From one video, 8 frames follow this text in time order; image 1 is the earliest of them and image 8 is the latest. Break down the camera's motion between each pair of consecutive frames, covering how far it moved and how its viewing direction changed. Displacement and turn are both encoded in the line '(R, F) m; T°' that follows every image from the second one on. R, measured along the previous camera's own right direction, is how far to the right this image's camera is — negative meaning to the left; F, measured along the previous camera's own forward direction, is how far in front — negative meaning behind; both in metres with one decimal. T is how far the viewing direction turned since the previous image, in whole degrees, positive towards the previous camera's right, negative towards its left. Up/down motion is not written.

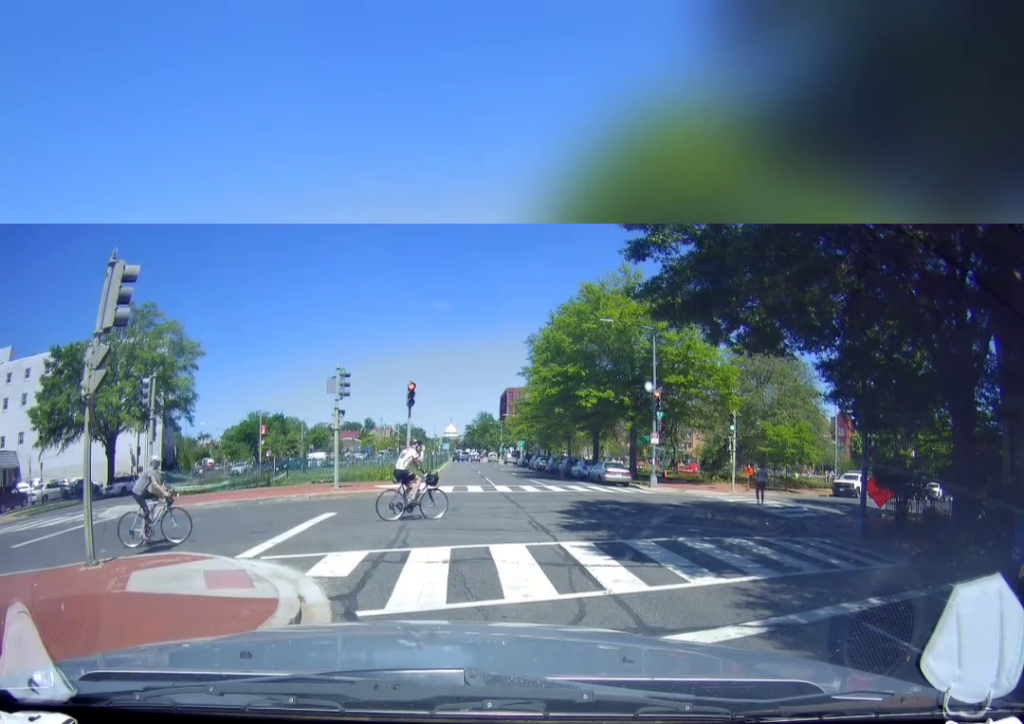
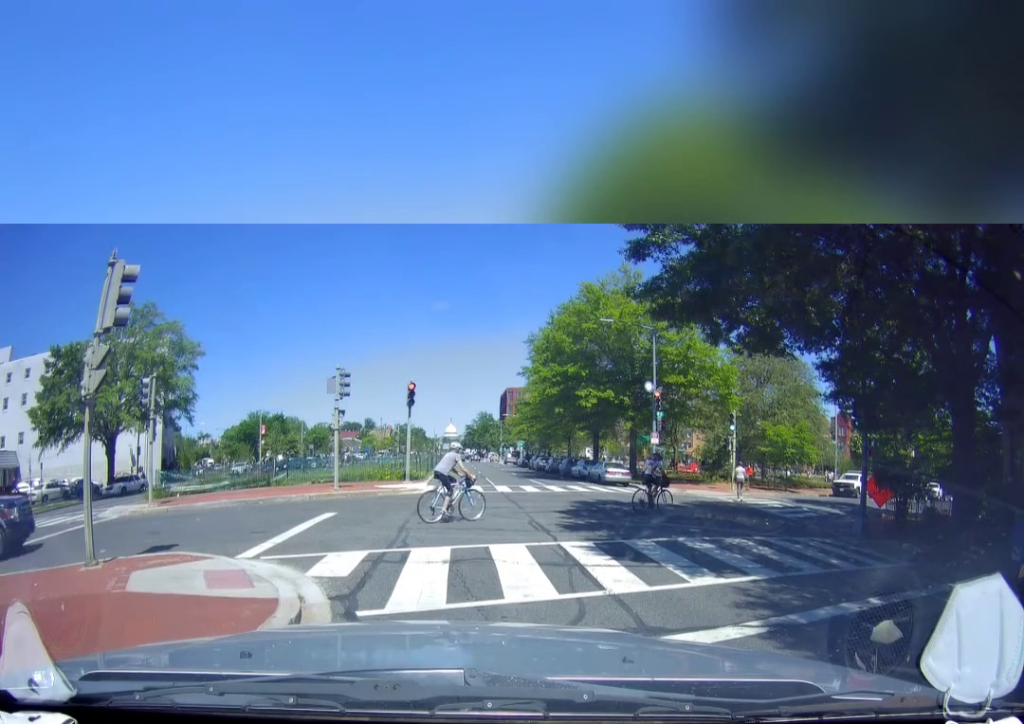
(-0.3, -0.1) m; 0°
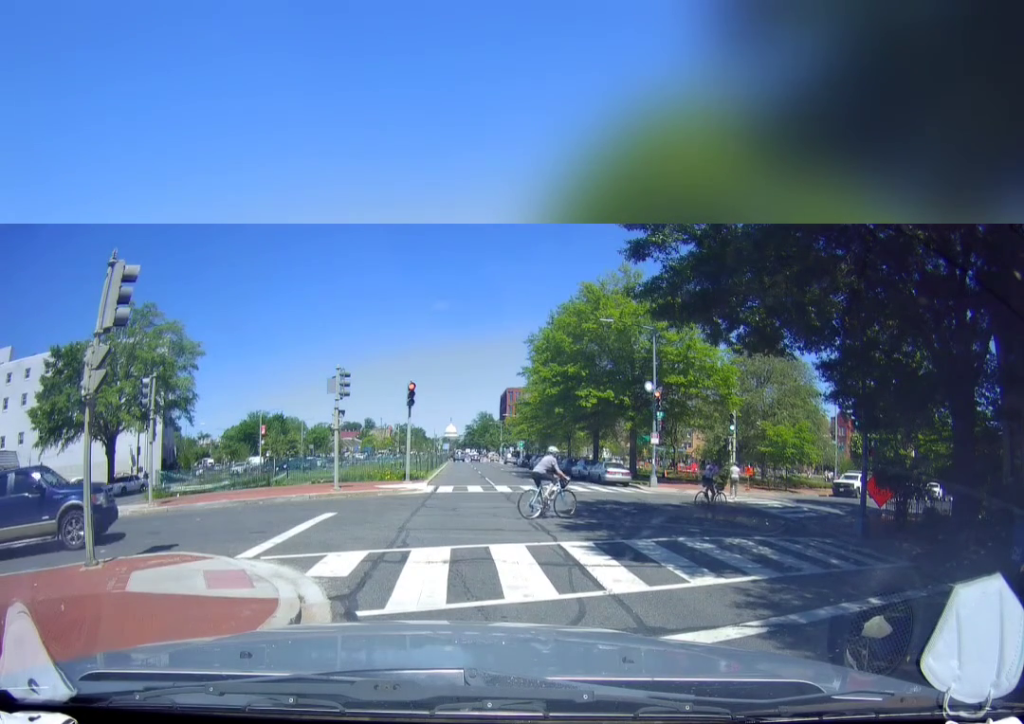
(0.0, 0.0) m; 0°
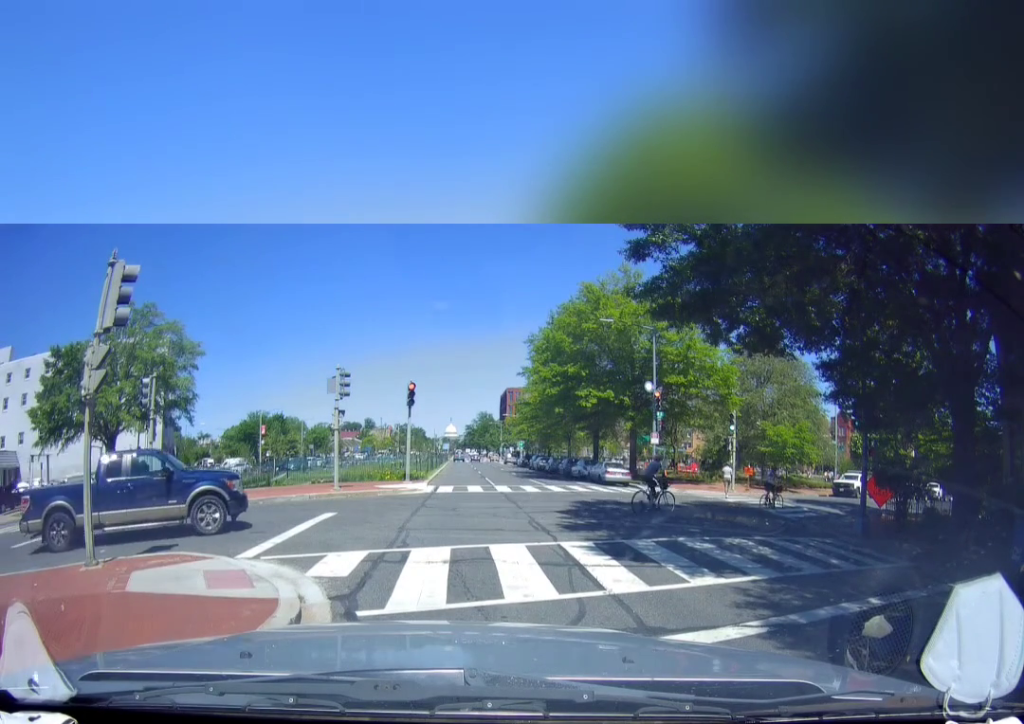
(0.0, 0.0) m; 0°
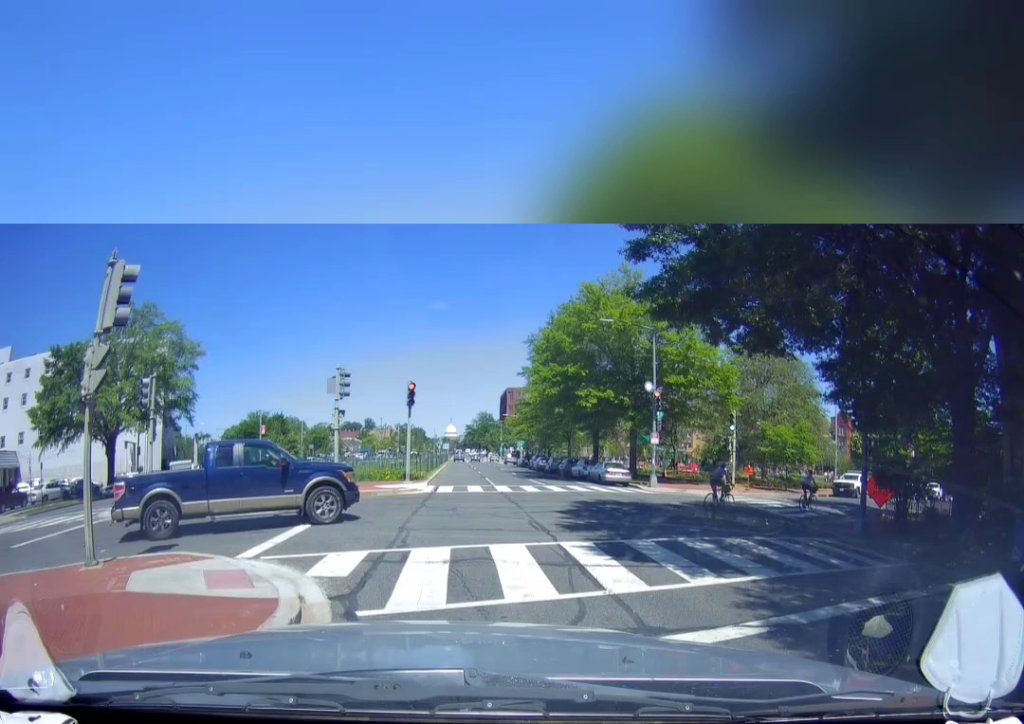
(0.0, 0.0) m; 0°
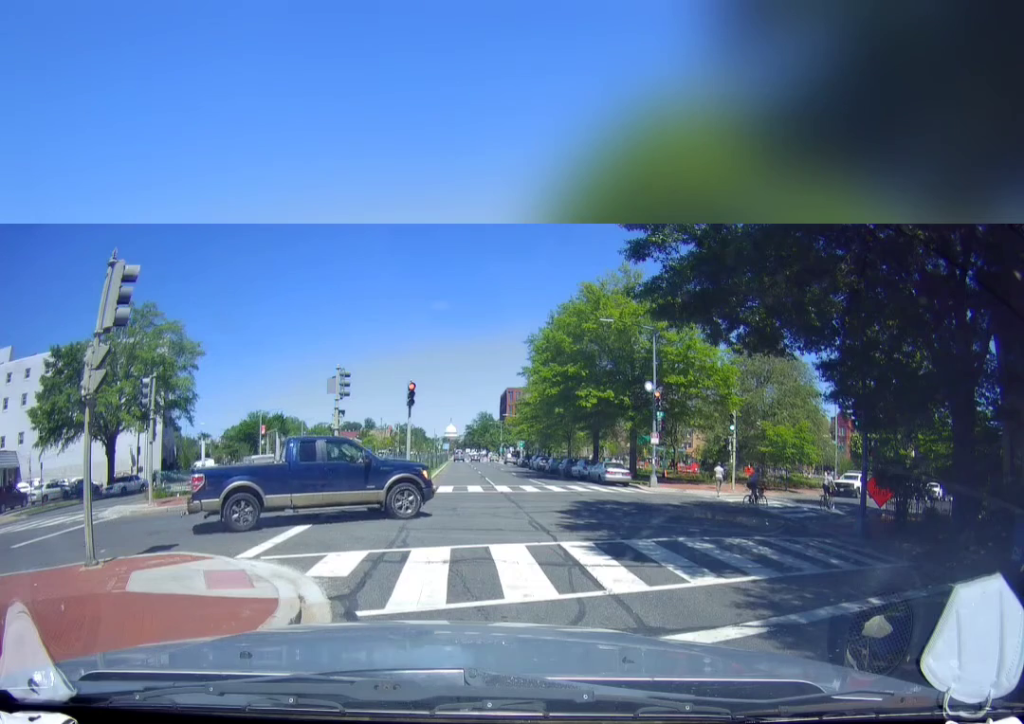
(0.0, 0.0) m; 0°
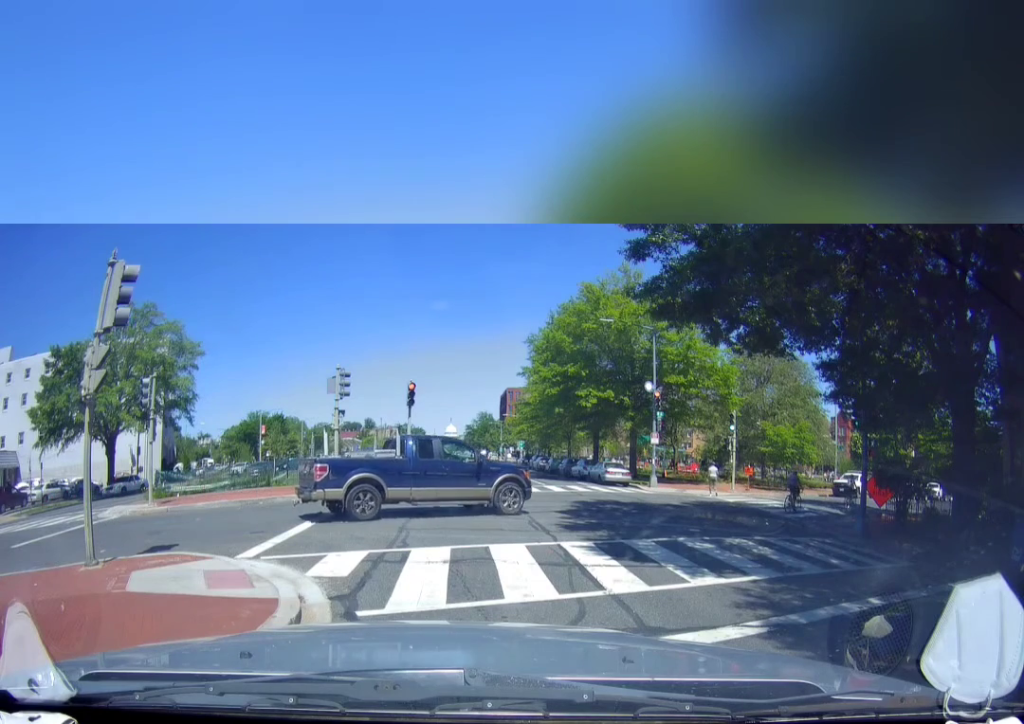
(0.0, 0.0) m; 0°
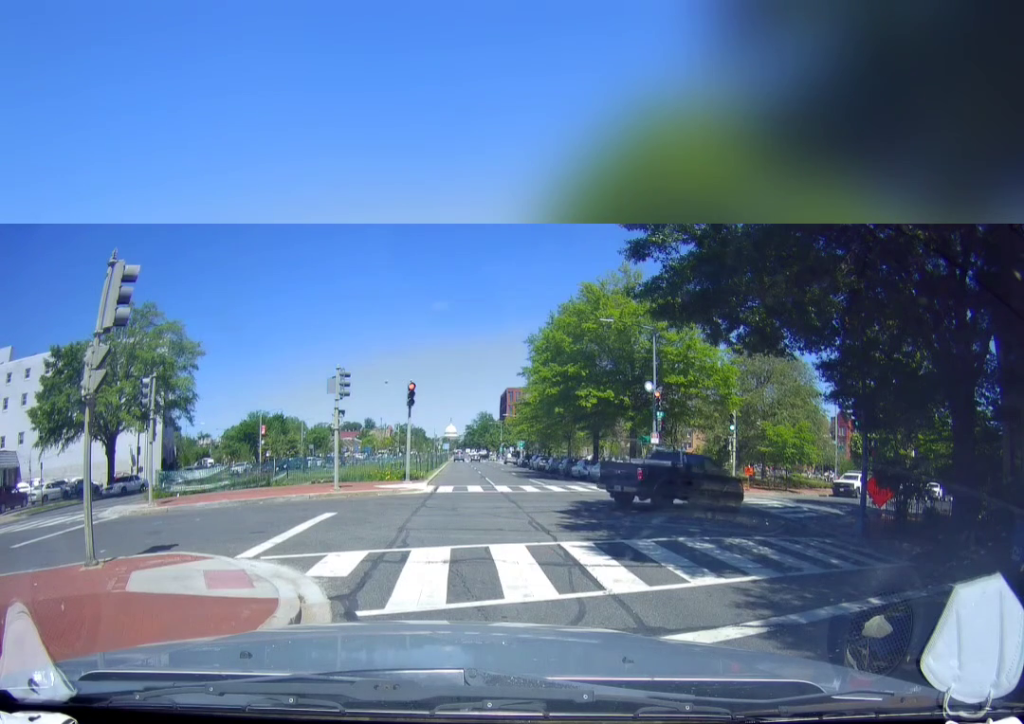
(0.0, 0.0) m; 0°
